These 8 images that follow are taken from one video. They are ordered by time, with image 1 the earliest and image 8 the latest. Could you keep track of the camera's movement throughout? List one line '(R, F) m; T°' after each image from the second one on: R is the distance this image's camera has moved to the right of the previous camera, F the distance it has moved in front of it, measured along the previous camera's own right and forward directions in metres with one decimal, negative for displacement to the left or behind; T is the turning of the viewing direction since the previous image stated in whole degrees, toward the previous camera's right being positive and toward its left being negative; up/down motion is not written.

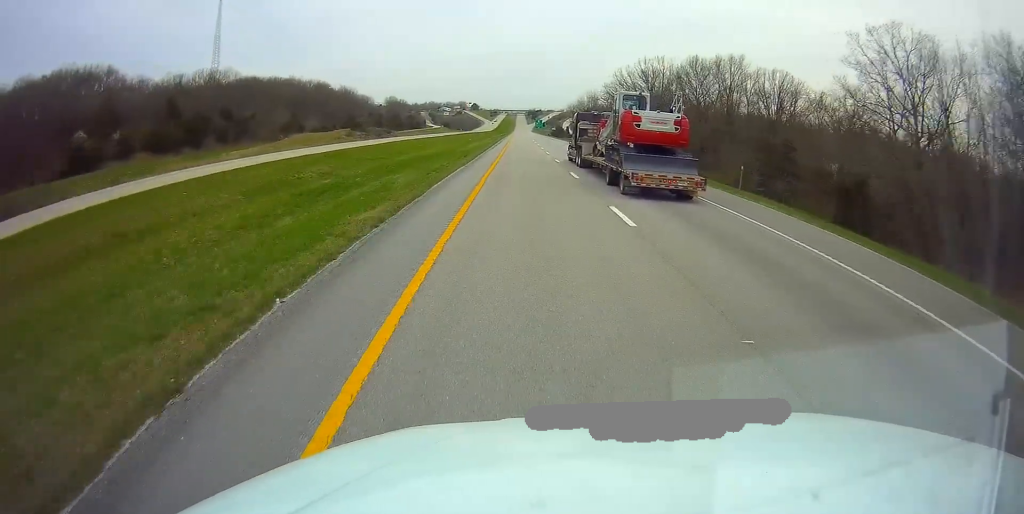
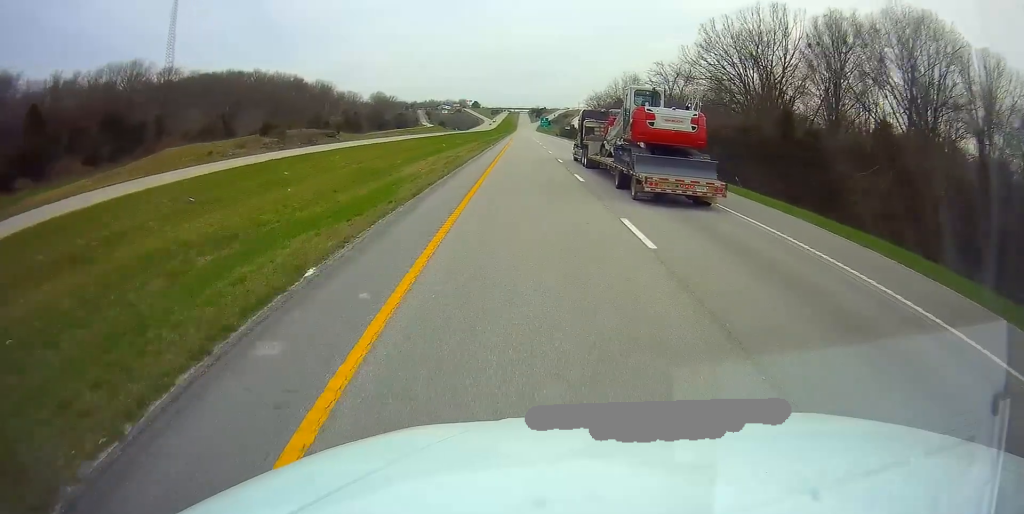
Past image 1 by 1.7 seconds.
(+0.1, +51.6) m; 0°
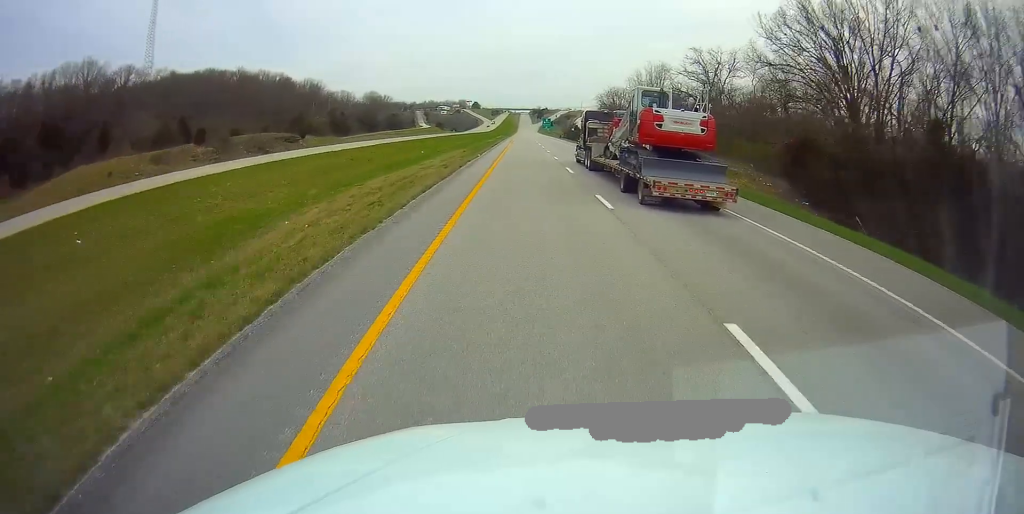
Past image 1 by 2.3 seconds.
(-0.1, +19.6) m; 0°
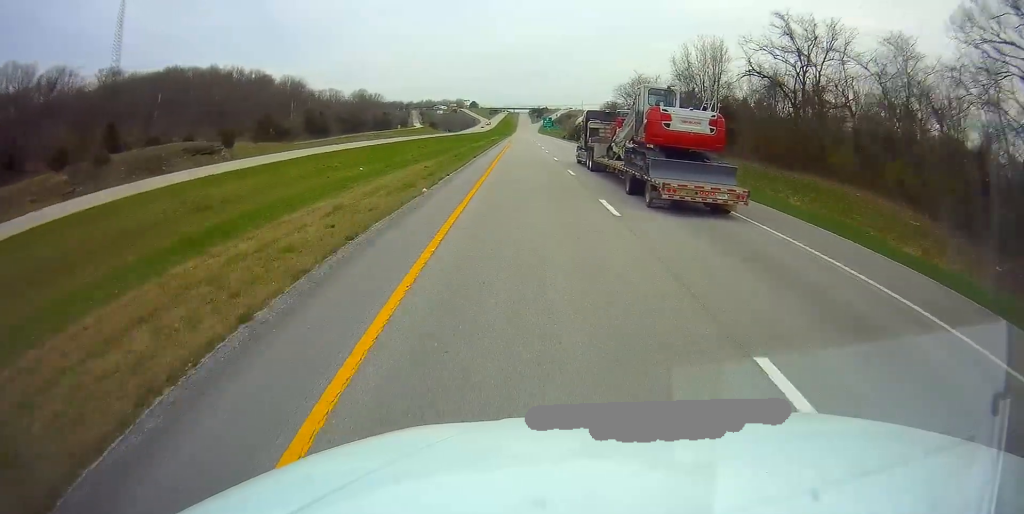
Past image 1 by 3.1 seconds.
(0.0, +25.7) m; 0°
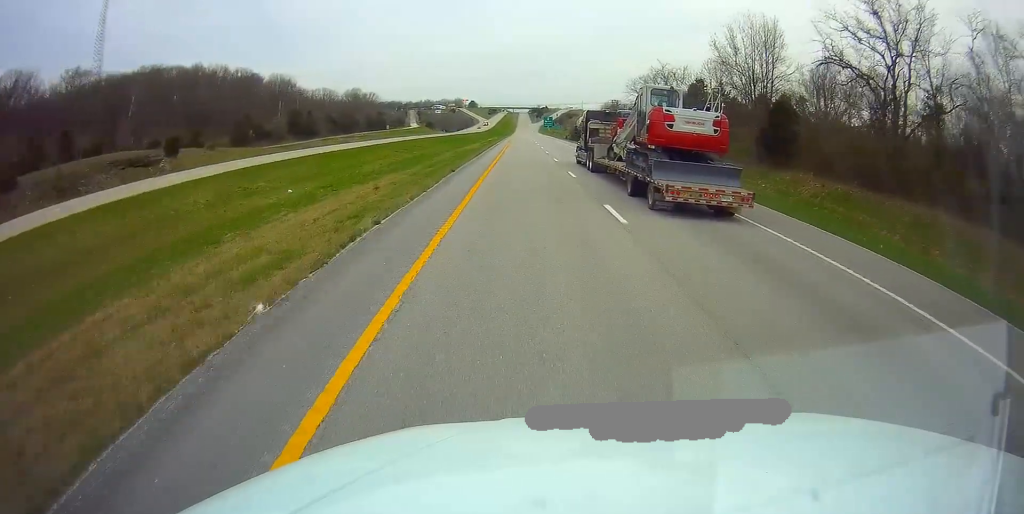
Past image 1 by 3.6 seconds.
(+0.1, +13.3) m; 0°
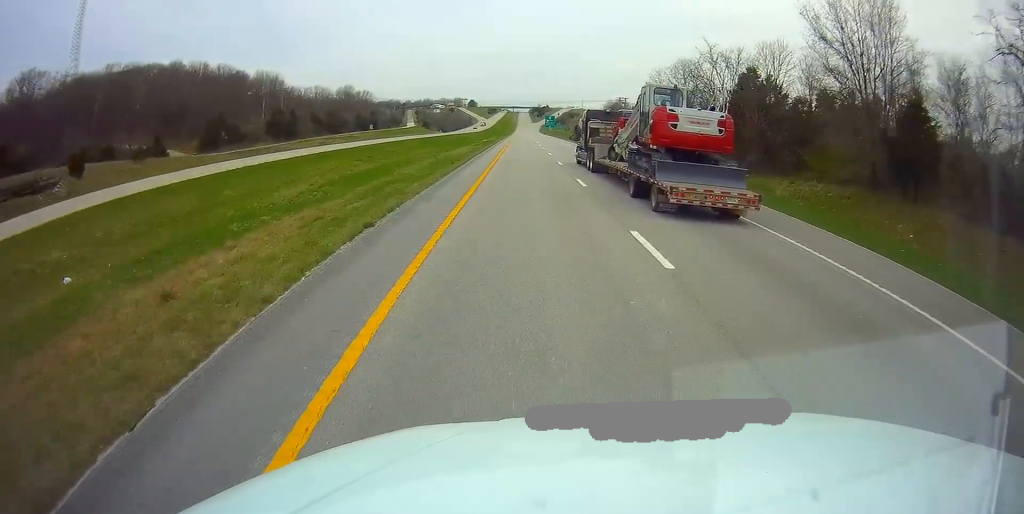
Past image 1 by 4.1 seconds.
(0.0, +16.5) m; 0°
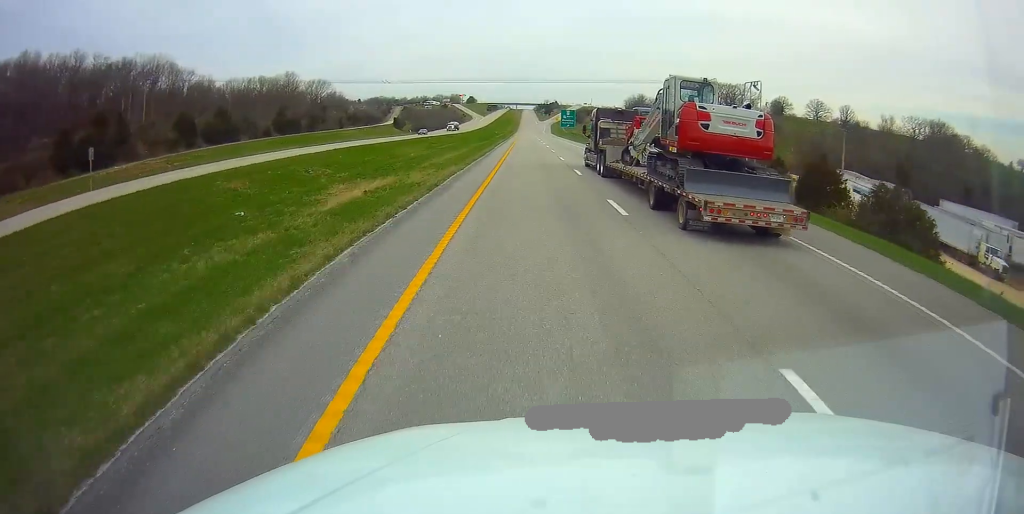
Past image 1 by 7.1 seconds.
(-0.3, +92.6) m; 0°
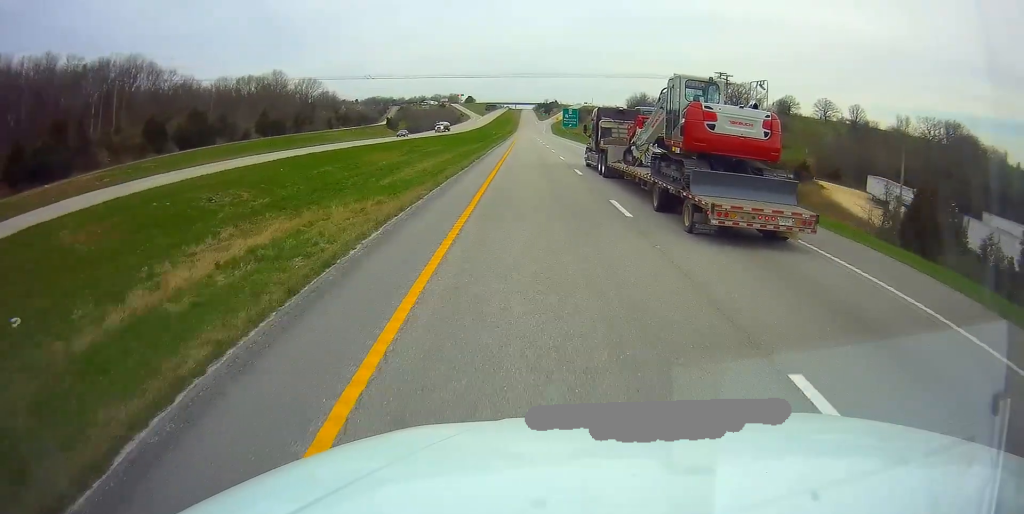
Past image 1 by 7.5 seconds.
(-0.1, +12.4) m; 0°
